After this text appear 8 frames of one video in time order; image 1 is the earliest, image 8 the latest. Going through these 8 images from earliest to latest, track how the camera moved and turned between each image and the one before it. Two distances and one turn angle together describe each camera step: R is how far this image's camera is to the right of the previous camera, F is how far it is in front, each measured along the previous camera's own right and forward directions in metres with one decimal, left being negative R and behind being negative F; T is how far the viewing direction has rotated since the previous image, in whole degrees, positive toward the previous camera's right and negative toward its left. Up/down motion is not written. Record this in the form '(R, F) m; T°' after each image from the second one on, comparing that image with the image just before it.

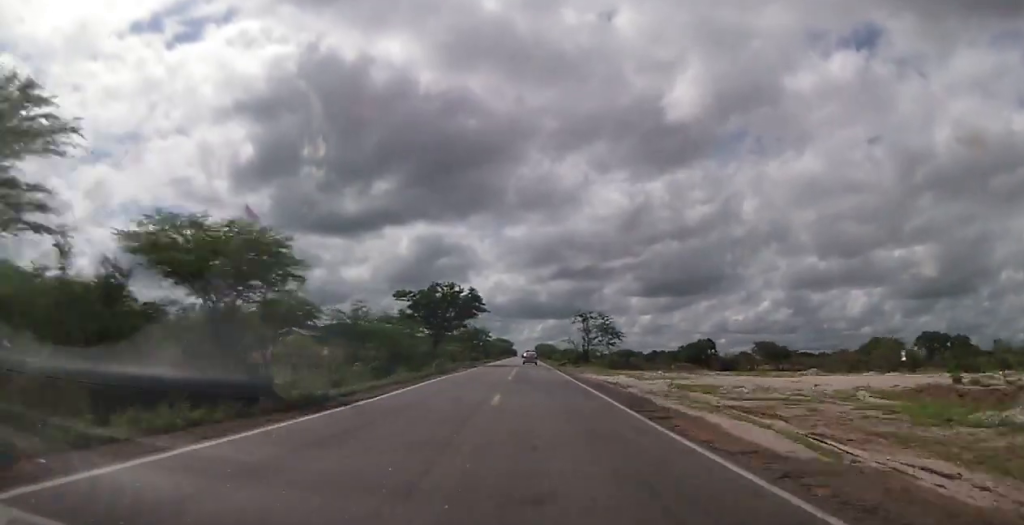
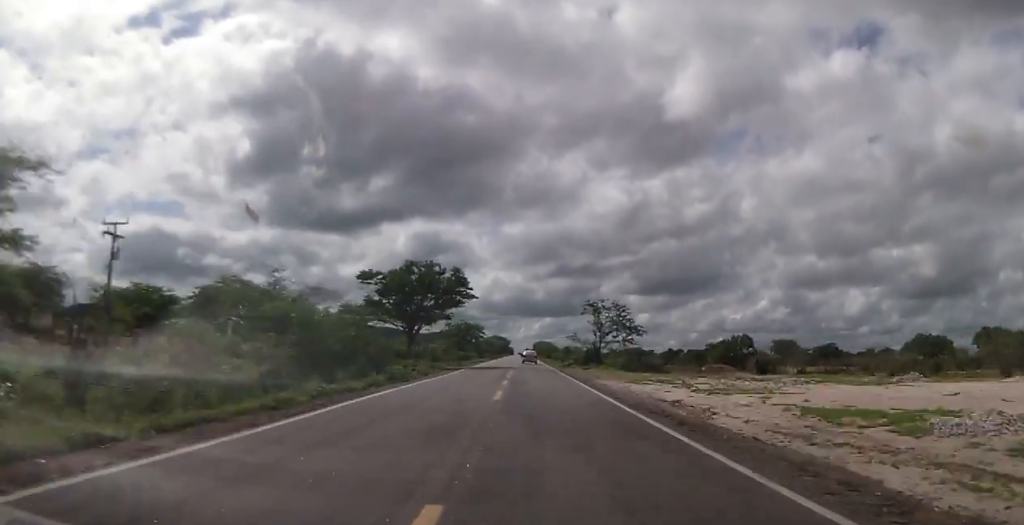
(+0.1, +15.0) m; 0°
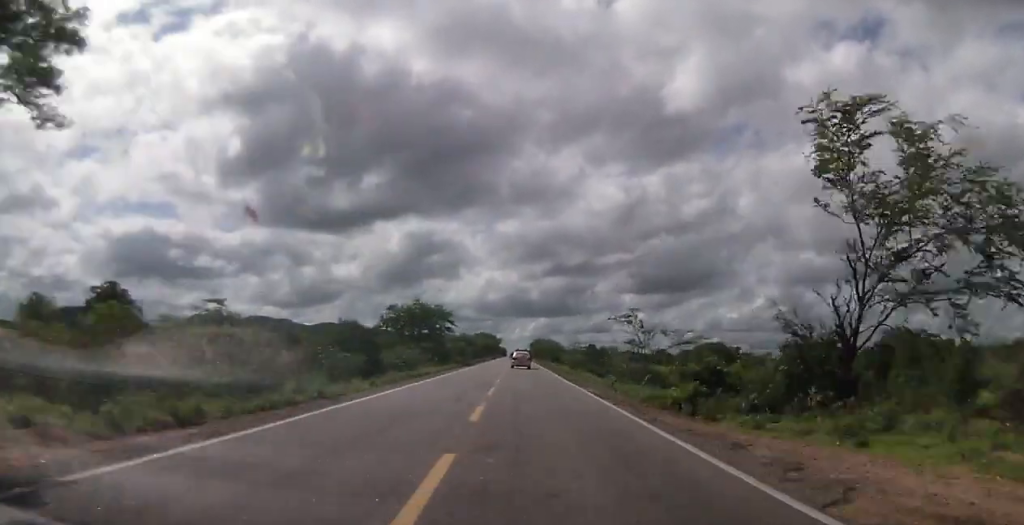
(+0.3, +53.3) m; 0°
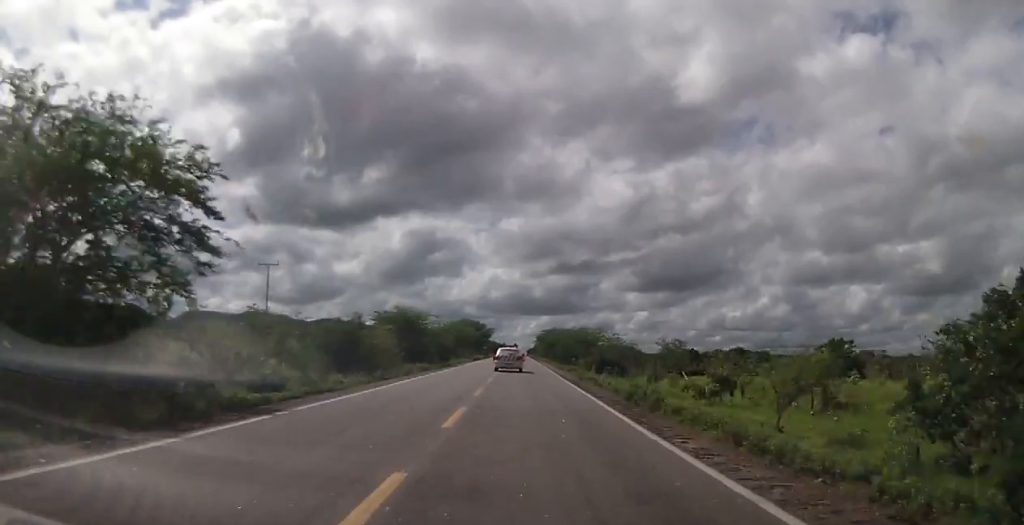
(-0.7, +65.4) m; -1°
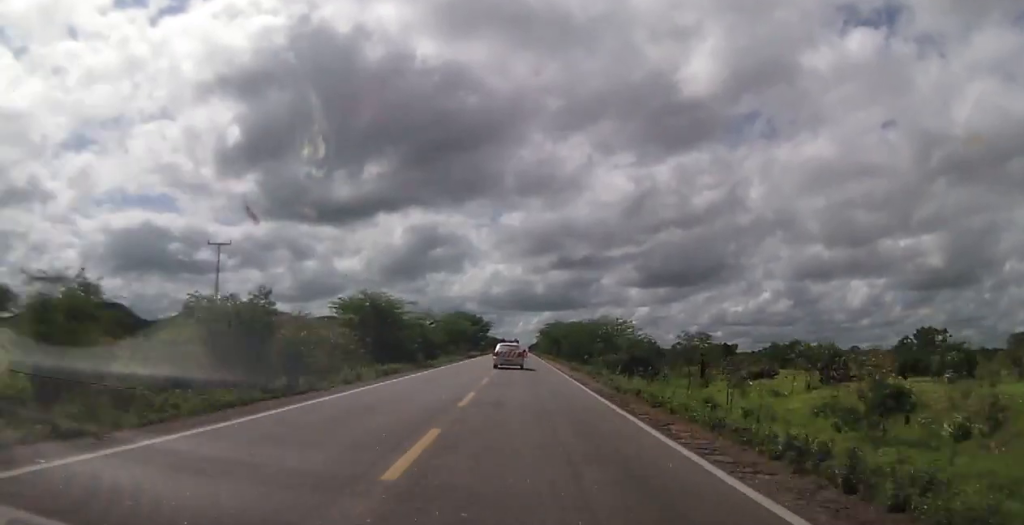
(+0.1, +11.9) m; 0°
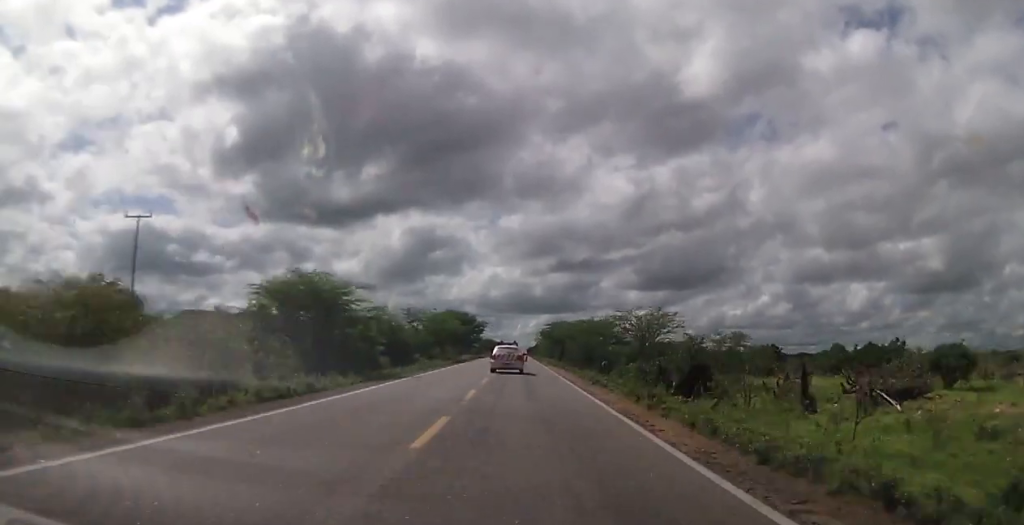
(0.0, +13.1) m; 0°
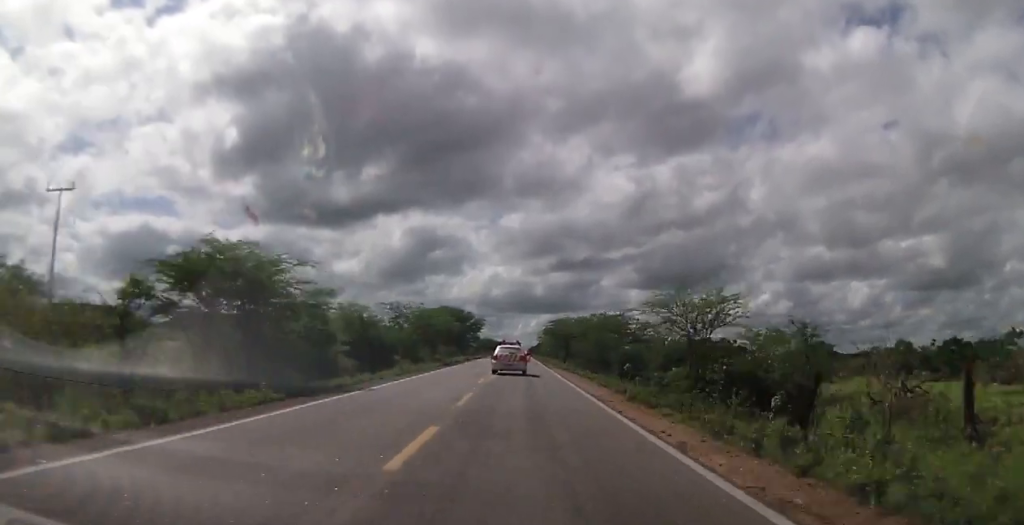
(0.0, +8.5) m; 0°
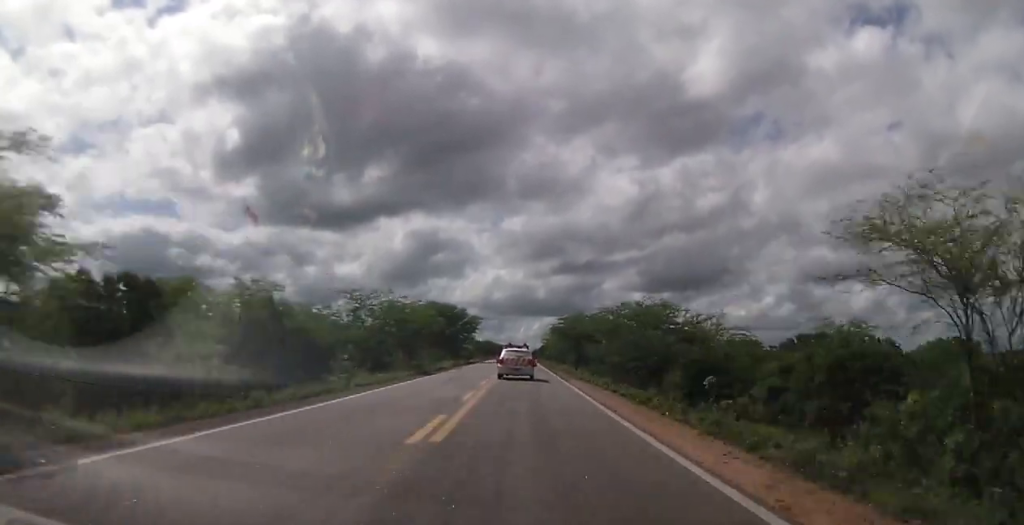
(0.0, +13.6) m; 0°
